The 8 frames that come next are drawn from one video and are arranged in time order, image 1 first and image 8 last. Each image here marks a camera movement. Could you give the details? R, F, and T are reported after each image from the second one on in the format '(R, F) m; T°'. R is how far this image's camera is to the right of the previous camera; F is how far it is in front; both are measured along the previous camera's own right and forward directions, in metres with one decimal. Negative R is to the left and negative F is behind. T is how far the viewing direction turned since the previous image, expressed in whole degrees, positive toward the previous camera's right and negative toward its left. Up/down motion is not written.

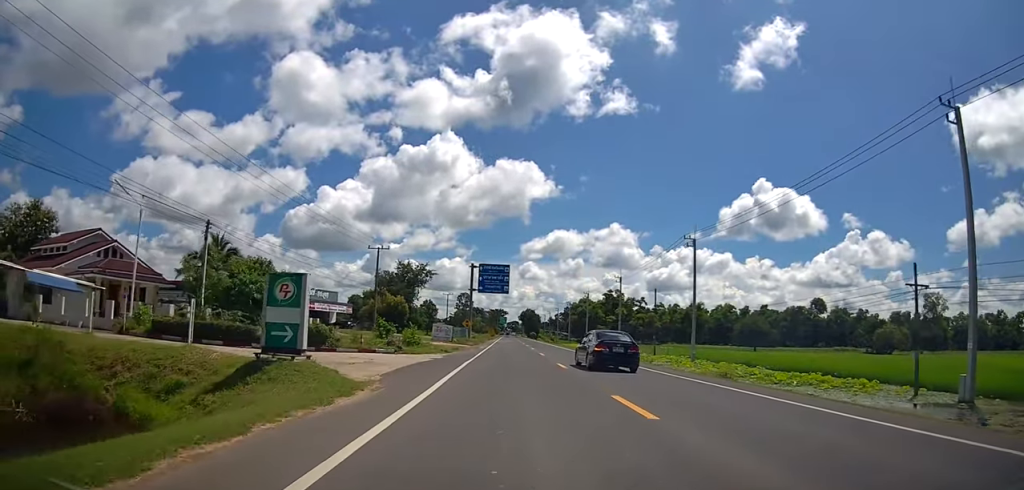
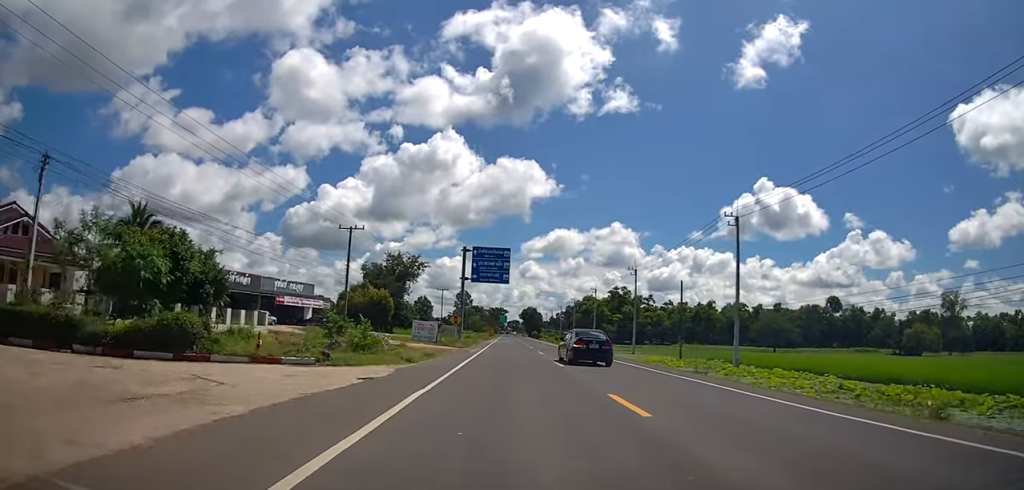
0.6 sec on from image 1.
(-0.4, +12.0) m; -1°
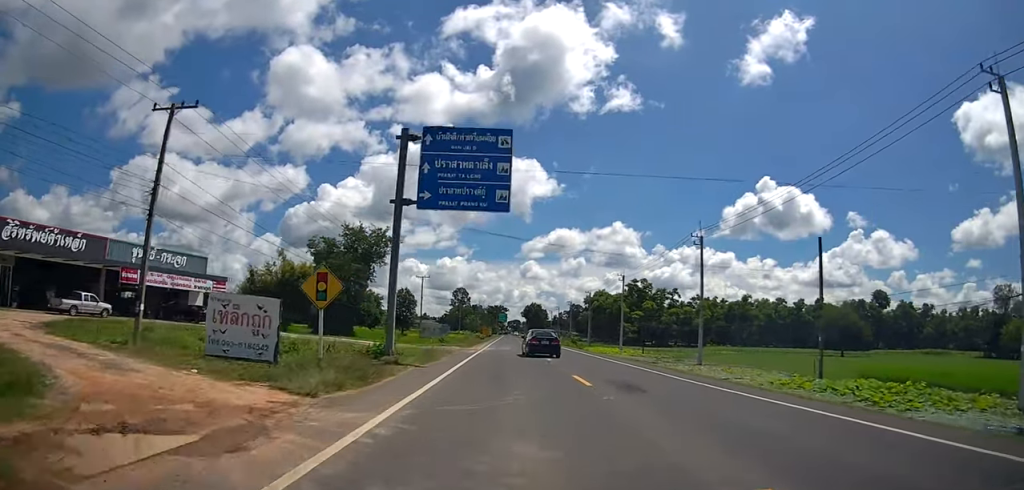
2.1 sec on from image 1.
(+0.2, +31.5) m; +2°
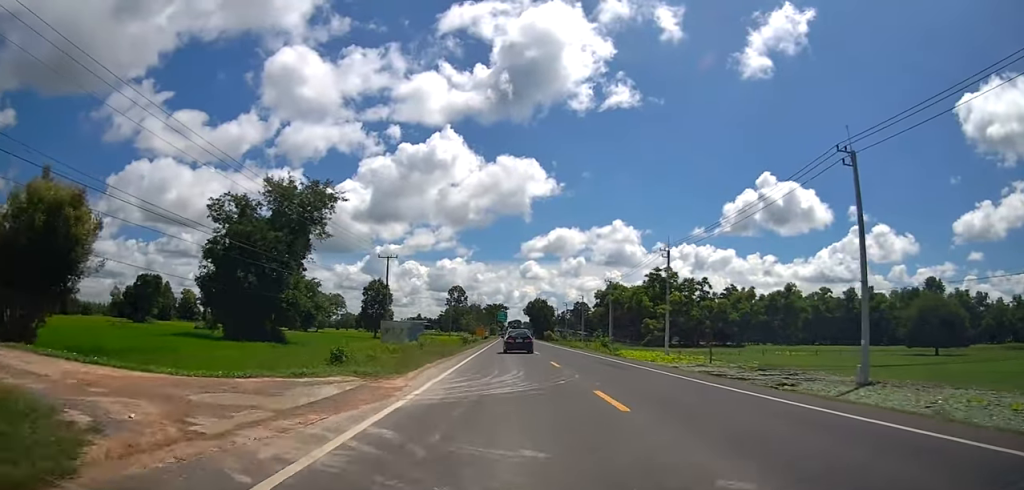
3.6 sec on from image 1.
(+0.9, +28.8) m; +1°
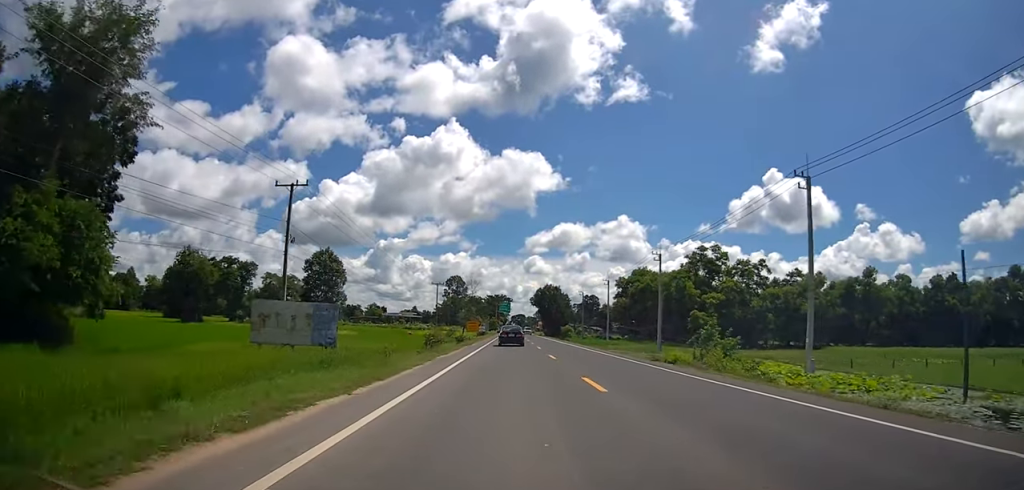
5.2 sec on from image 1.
(-1.3, +34.6) m; -2°
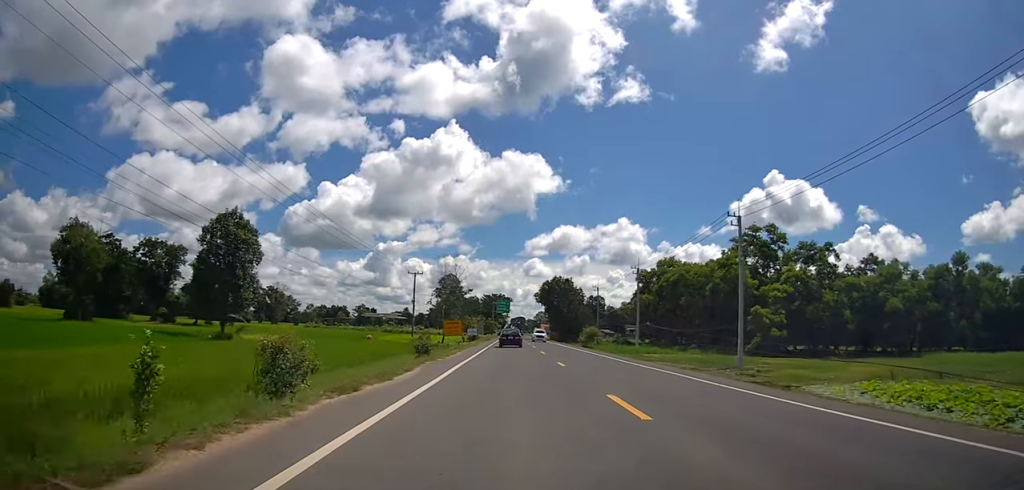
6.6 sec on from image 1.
(0.0, +27.8) m; 0°
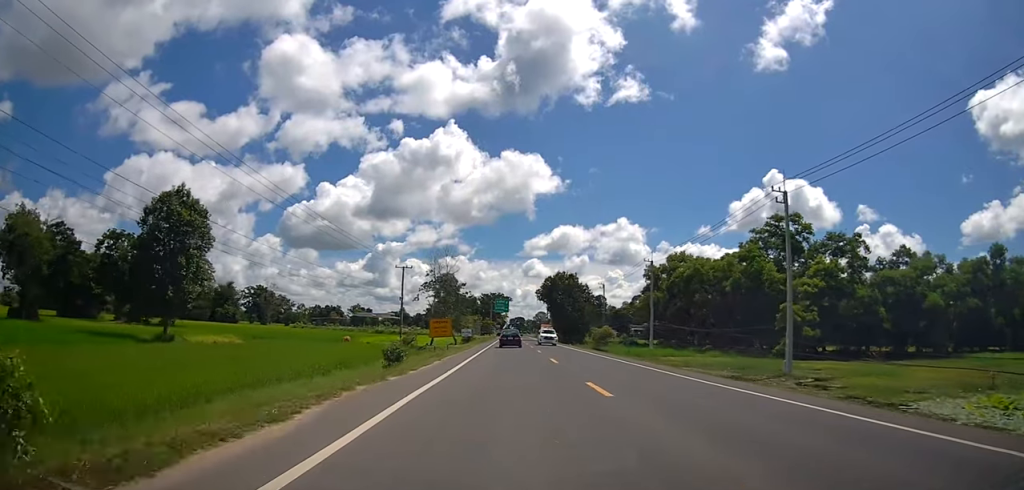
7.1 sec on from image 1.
(0.0, +9.3) m; 0°
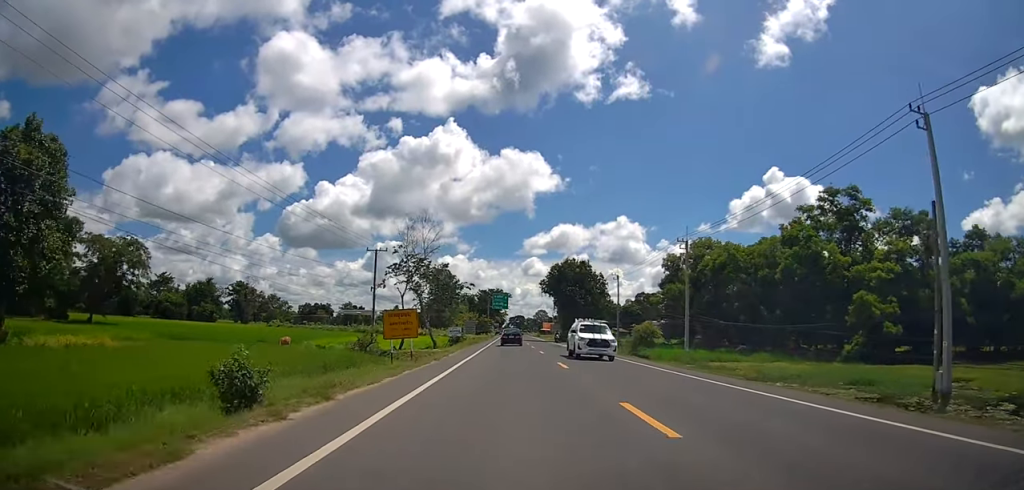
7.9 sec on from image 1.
(0.0, +16.5) m; 0°
